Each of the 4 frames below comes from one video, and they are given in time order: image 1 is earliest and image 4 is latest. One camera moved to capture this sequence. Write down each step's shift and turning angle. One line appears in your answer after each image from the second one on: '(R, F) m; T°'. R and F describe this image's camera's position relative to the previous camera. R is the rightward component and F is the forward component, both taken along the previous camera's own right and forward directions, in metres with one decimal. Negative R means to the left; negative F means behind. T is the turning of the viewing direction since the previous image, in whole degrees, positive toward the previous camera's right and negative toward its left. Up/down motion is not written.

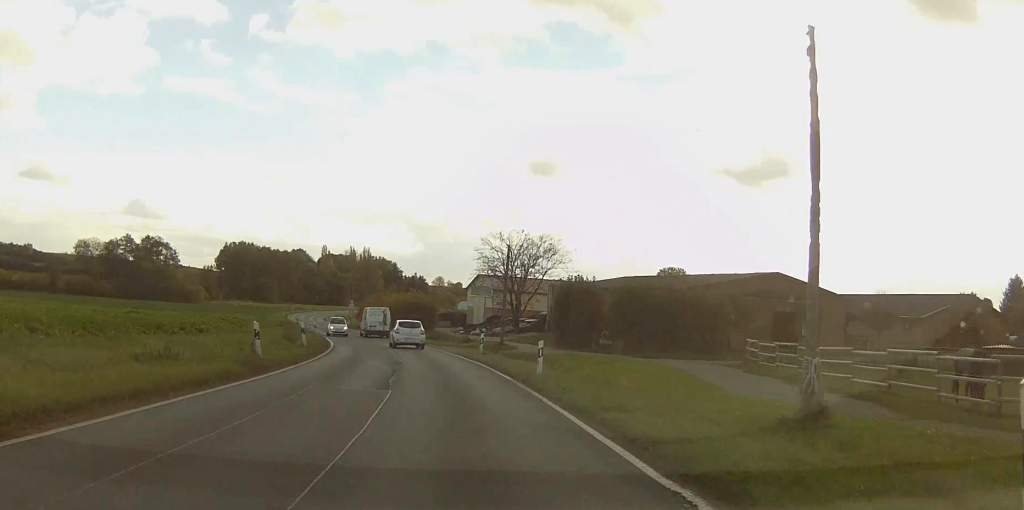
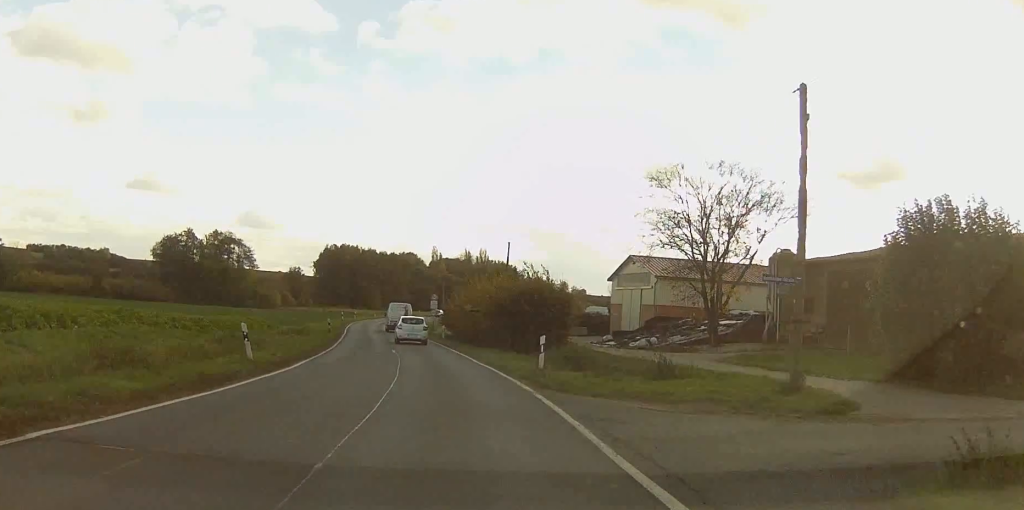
(-2.9, +41.5) m; -8°
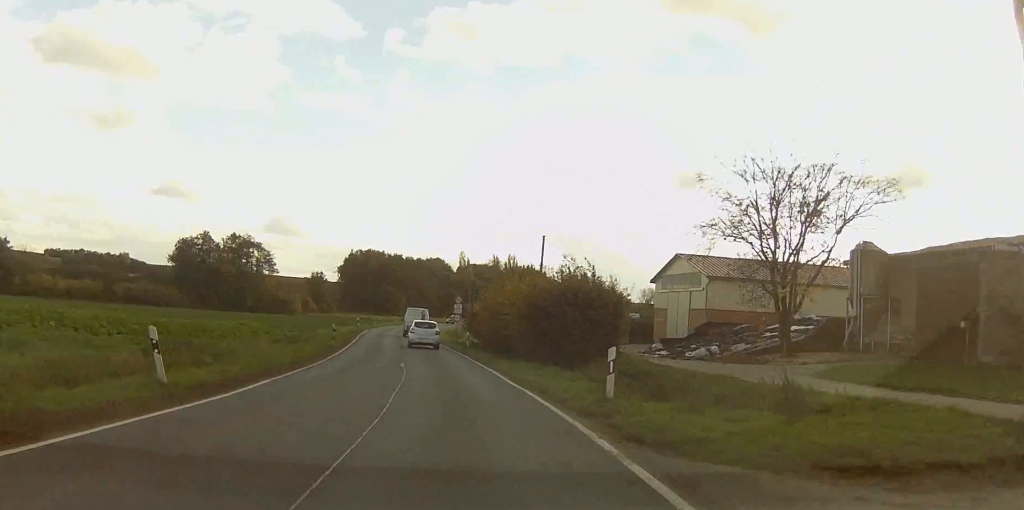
(+0.1, +8.4) m; -2°
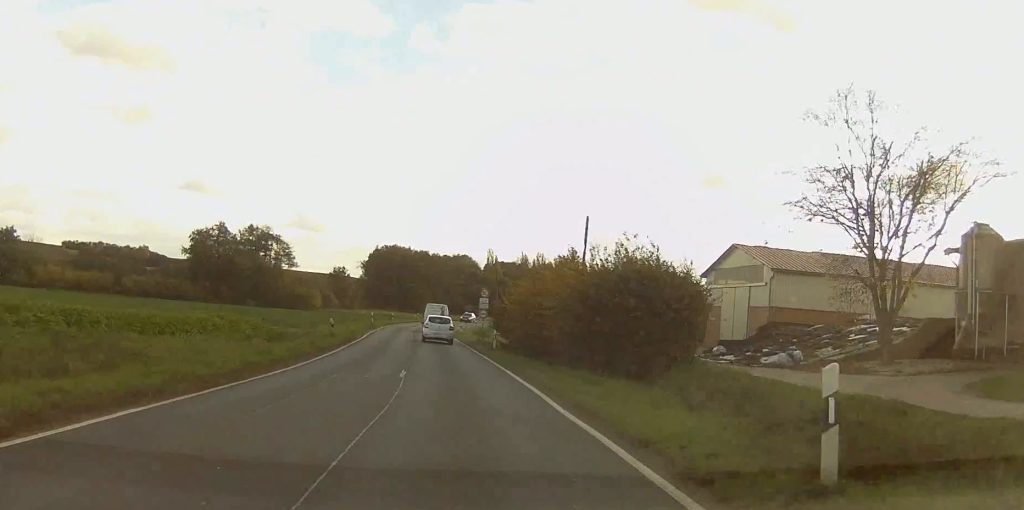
(-0.4, +9.0) m; -1°
